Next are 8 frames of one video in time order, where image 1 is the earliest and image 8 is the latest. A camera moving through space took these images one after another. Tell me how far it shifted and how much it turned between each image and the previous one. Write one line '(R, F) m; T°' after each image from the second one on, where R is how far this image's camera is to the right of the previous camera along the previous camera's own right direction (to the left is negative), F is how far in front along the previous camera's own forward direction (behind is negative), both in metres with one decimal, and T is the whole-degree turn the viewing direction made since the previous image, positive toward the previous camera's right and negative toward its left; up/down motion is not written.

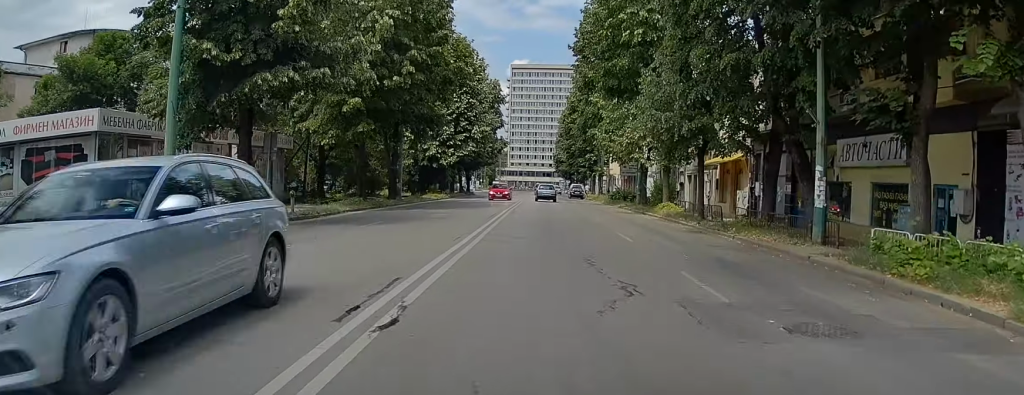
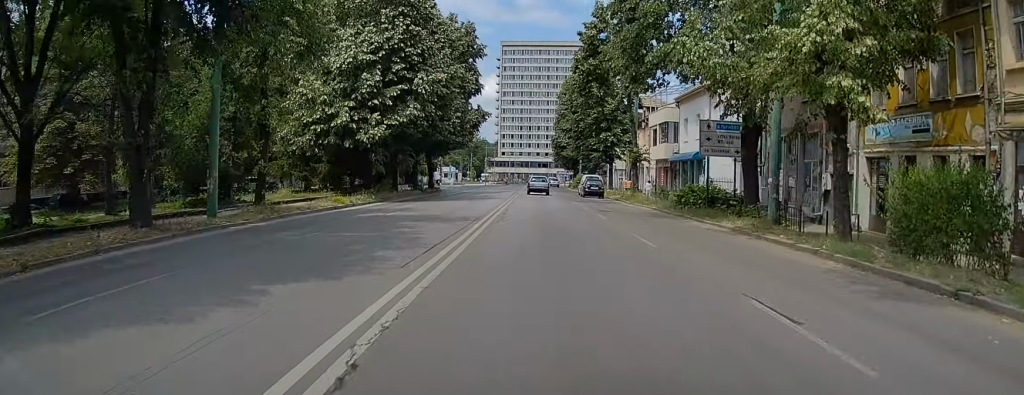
(+0.2, +30.5) m; +1°
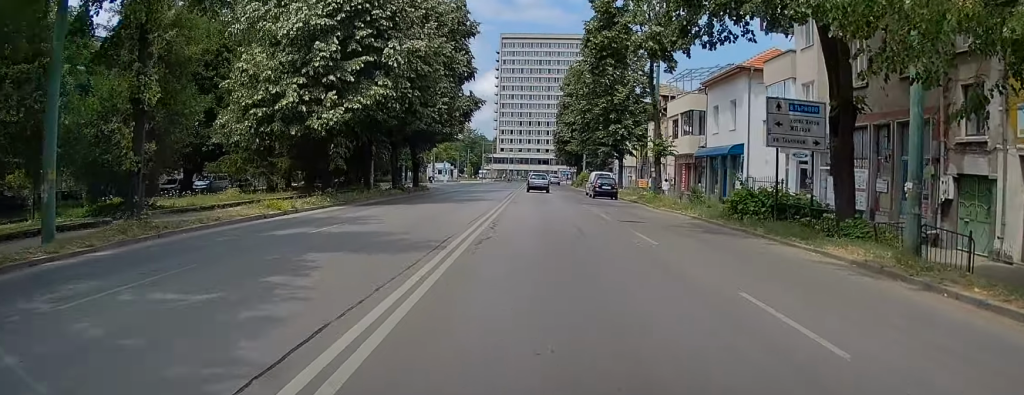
(0.0, +8.7) m; 0°
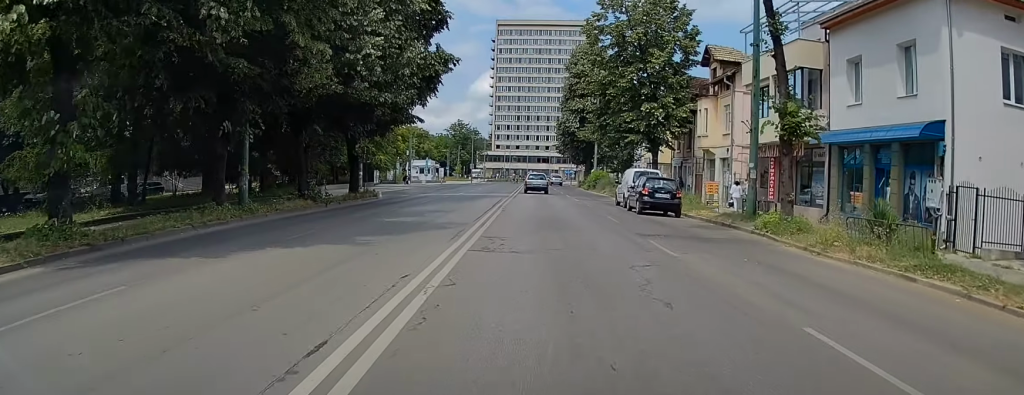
(+0.3, +20.1) m; +2°
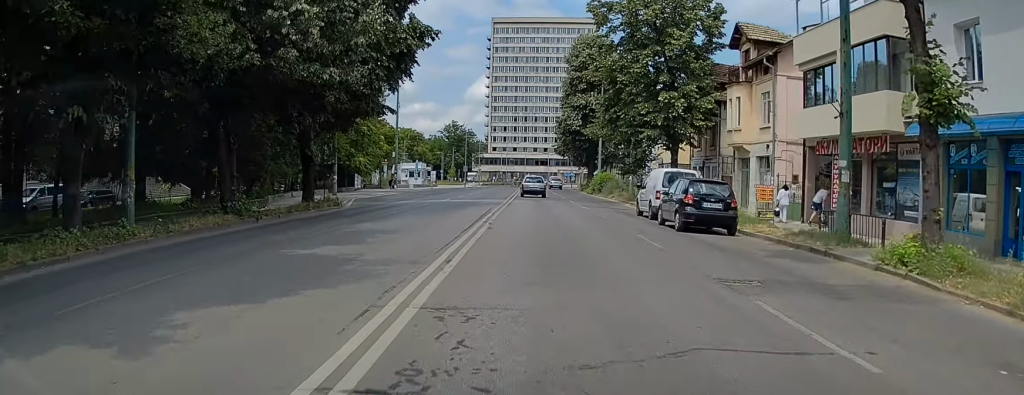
(+0.1, +7.5) m; 0°
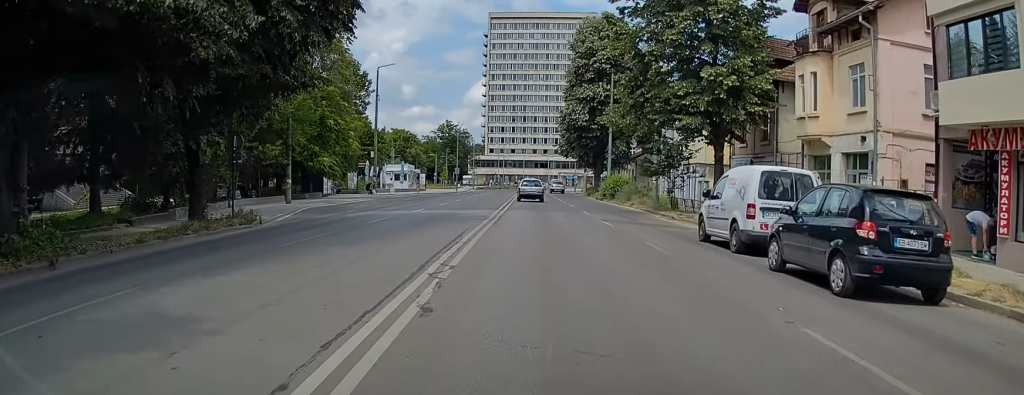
(0.0, +10.3) m; -1°
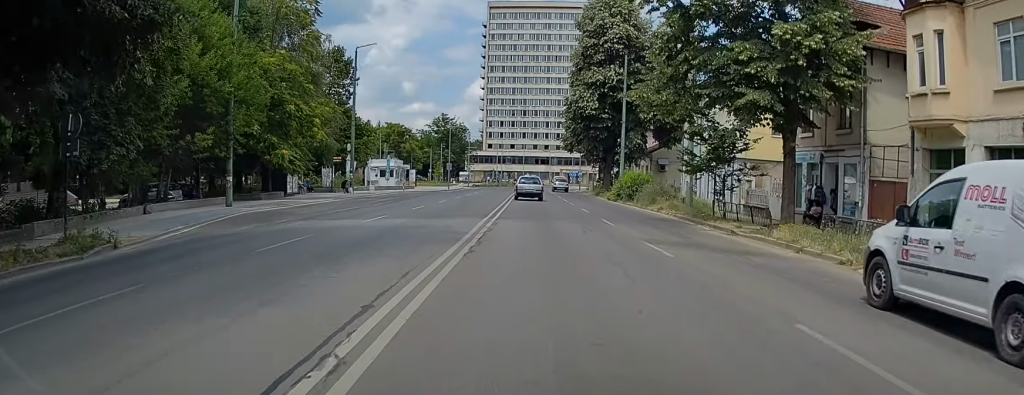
(-0.1, +9.0) m; -1°
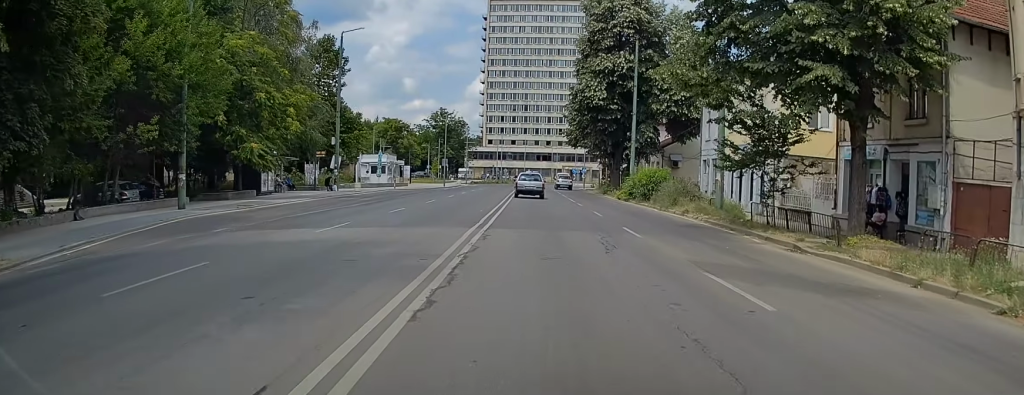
(-0.1, +5.2) m; 0°
